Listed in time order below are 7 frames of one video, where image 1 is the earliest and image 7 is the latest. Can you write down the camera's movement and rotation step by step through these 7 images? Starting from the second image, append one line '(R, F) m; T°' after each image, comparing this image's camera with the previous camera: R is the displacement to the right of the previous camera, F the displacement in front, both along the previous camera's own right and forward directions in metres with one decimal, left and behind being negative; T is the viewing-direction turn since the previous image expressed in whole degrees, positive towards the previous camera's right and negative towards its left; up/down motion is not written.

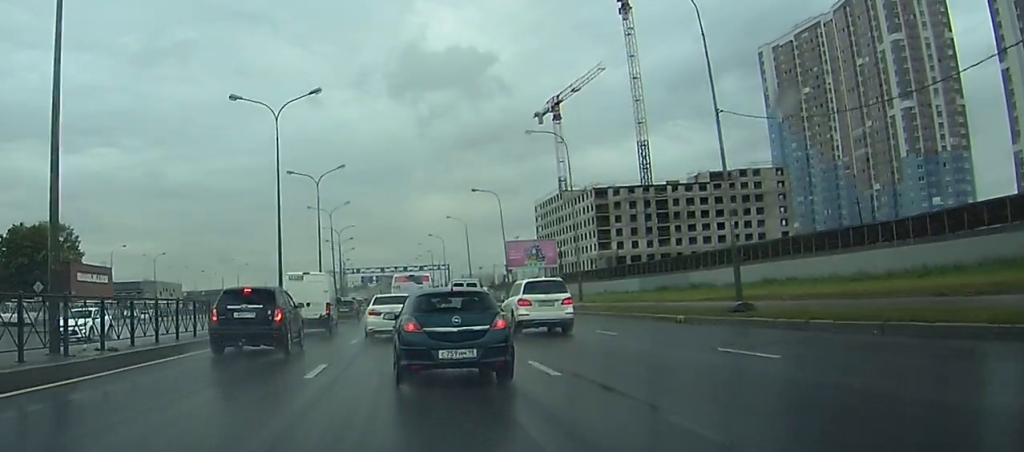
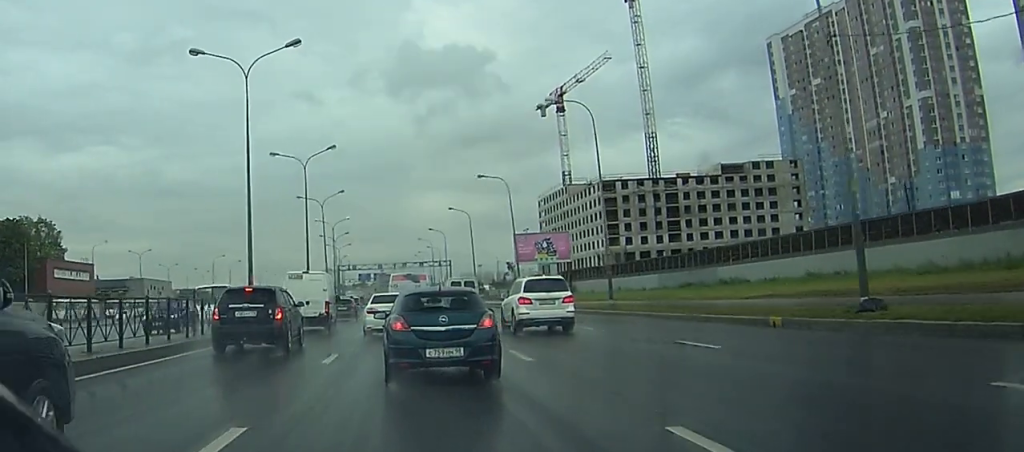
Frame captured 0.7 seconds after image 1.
(0.0, +8.9) m; 0°
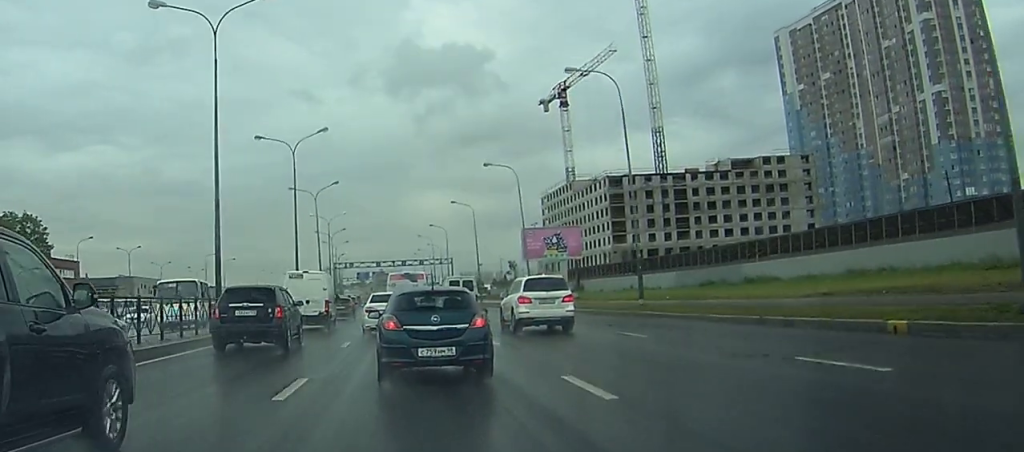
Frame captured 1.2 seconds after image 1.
(0.0, +6.7) m; -1°
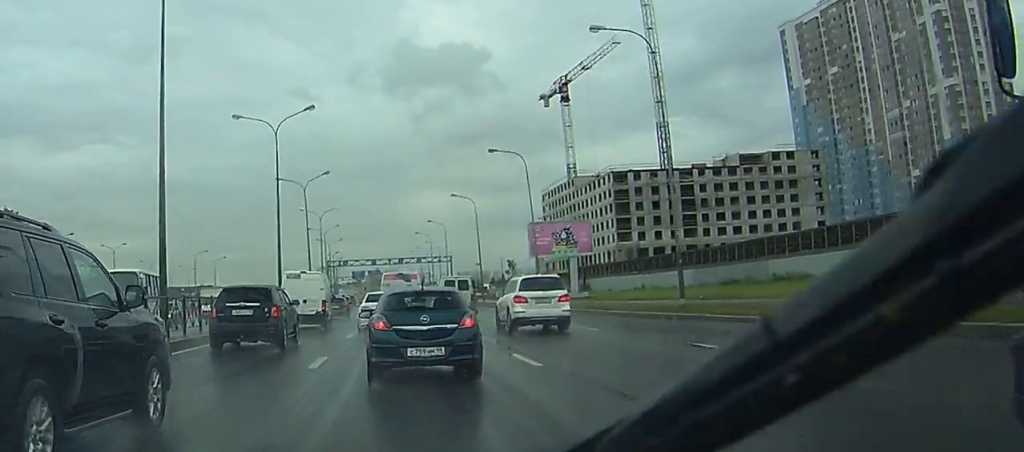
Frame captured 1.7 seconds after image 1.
(0.0, +7.1) m; -1°
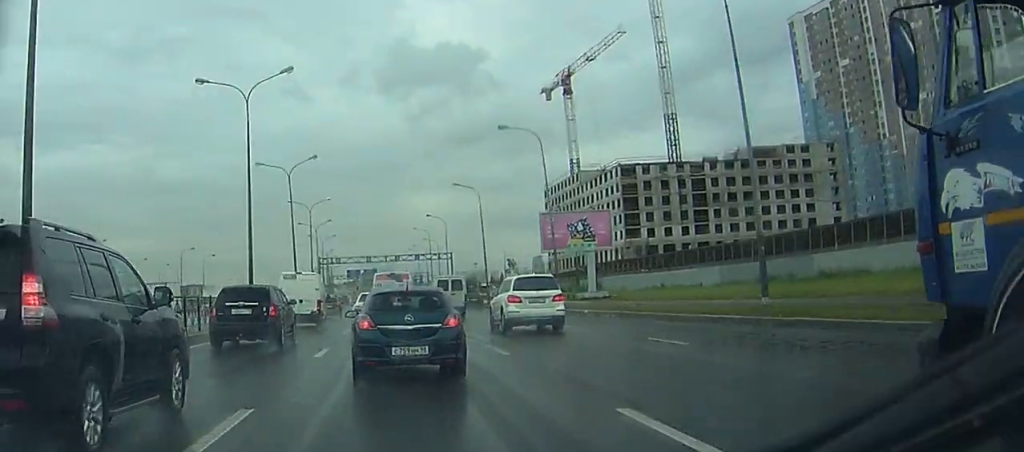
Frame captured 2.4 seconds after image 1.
(-0.1, +9.3) m; 0°
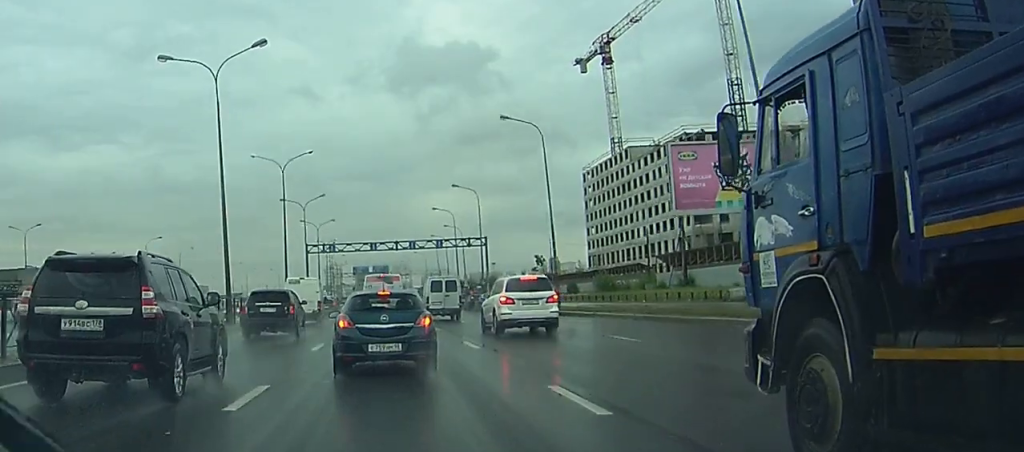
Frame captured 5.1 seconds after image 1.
(+0.5, +34.5) m; +1°
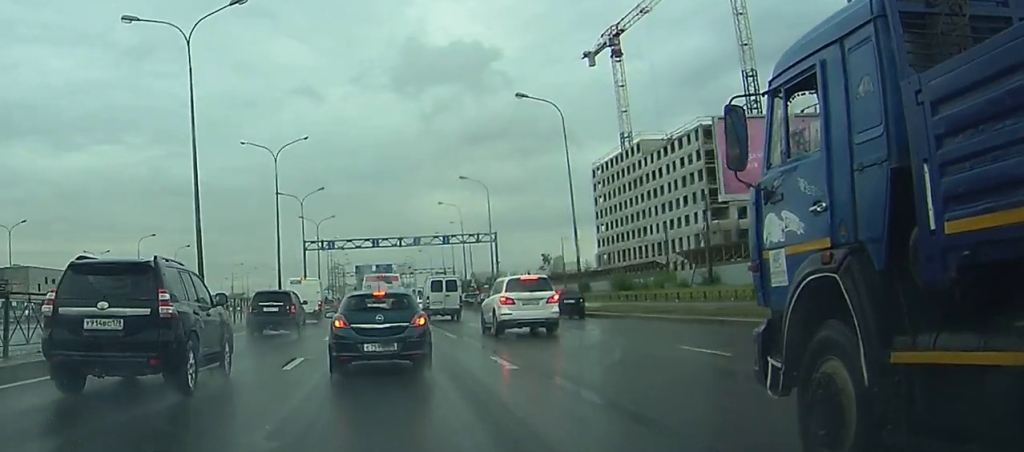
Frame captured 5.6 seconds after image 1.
(0.0, +6.3) m; 0°
